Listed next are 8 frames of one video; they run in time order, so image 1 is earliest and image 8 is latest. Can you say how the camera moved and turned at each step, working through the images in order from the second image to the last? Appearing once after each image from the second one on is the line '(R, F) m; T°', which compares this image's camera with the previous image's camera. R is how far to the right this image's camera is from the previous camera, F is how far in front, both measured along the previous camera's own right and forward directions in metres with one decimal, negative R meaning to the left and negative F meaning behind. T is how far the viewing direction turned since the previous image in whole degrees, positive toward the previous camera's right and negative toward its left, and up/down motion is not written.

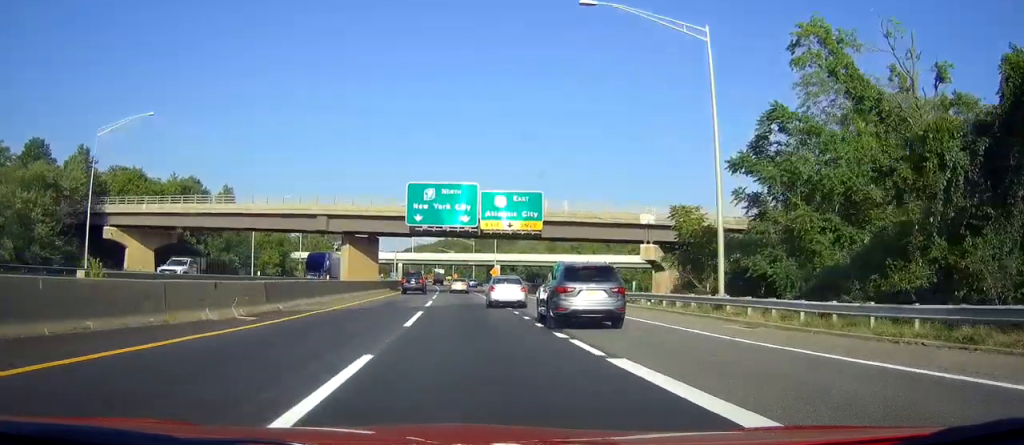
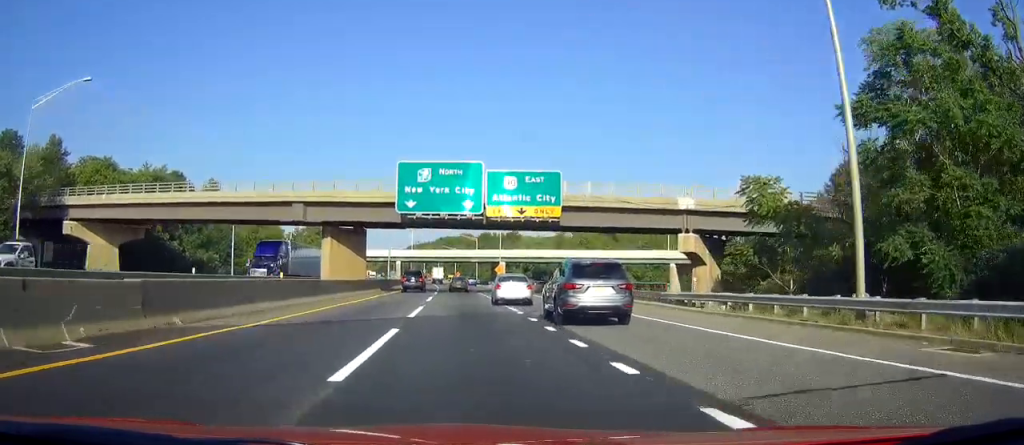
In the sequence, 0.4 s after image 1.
(0.0, +10.1) m; 0°
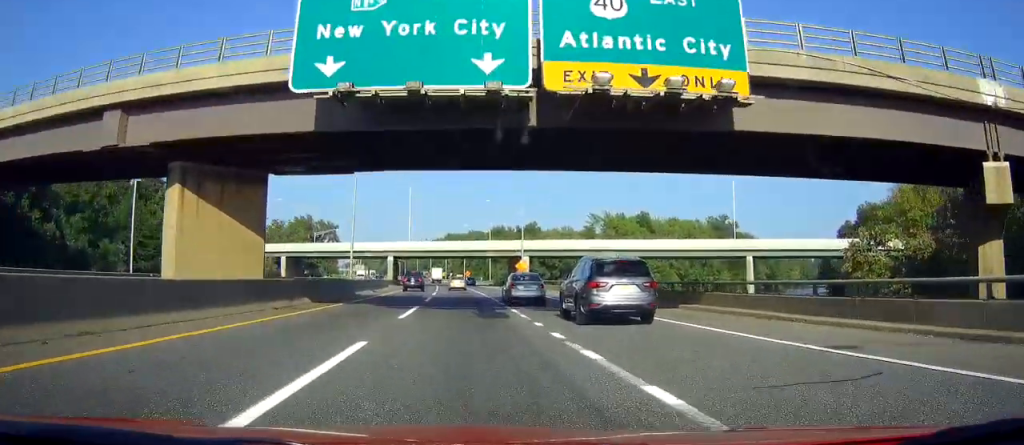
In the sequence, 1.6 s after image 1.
(0.0, +31.5) m; 0°
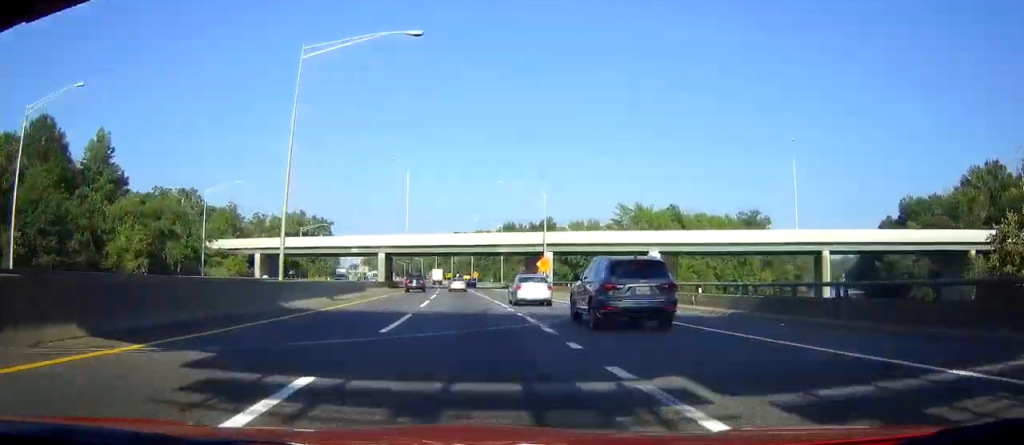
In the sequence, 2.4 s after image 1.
(0.0, +19.7) m; 0°
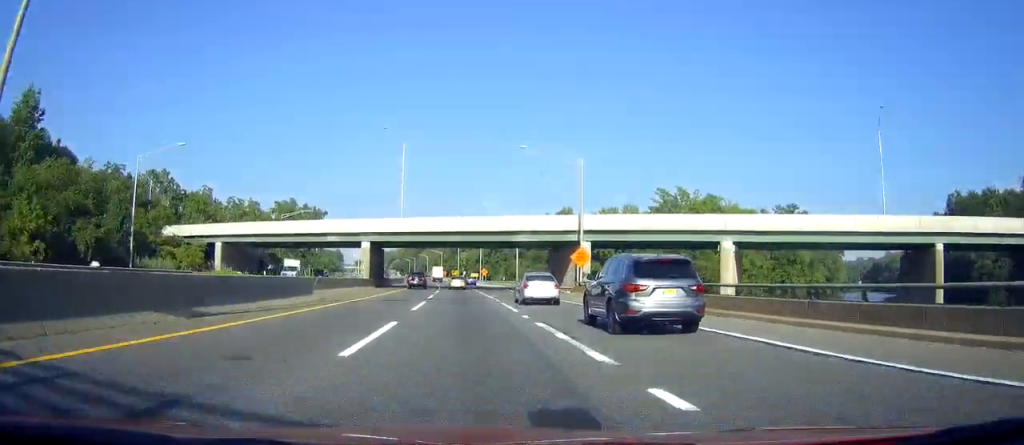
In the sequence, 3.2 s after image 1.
(0.0, +20.0) m; 0°
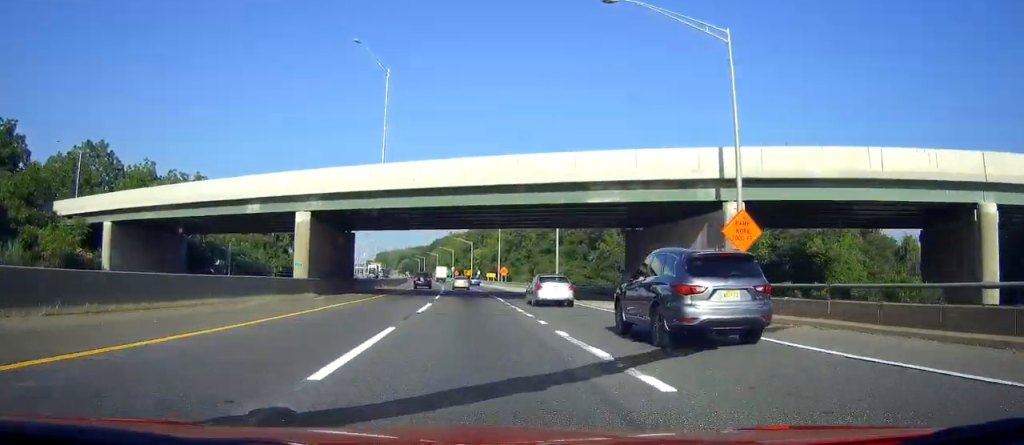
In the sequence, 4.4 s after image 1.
(0.0, +31.6) m; 0°
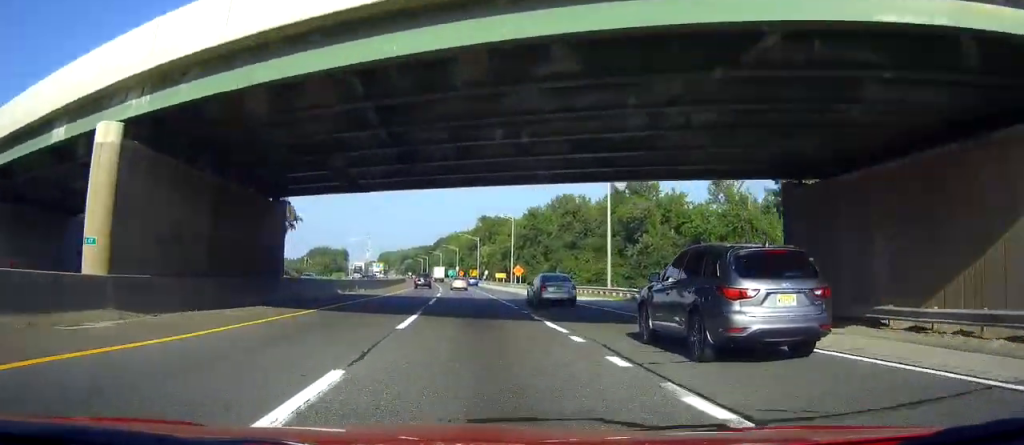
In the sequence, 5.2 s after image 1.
(0.0, +23.2) m; 0°
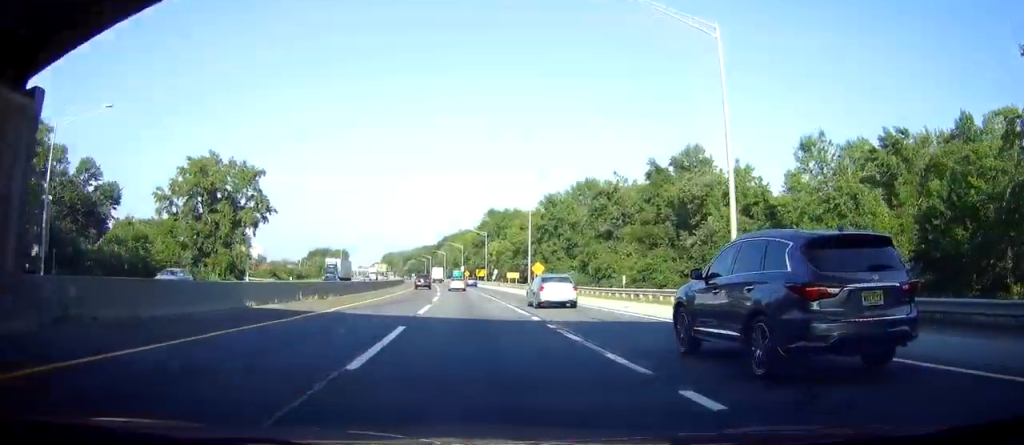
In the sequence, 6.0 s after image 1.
(0.0, +21.7) m; 0°
